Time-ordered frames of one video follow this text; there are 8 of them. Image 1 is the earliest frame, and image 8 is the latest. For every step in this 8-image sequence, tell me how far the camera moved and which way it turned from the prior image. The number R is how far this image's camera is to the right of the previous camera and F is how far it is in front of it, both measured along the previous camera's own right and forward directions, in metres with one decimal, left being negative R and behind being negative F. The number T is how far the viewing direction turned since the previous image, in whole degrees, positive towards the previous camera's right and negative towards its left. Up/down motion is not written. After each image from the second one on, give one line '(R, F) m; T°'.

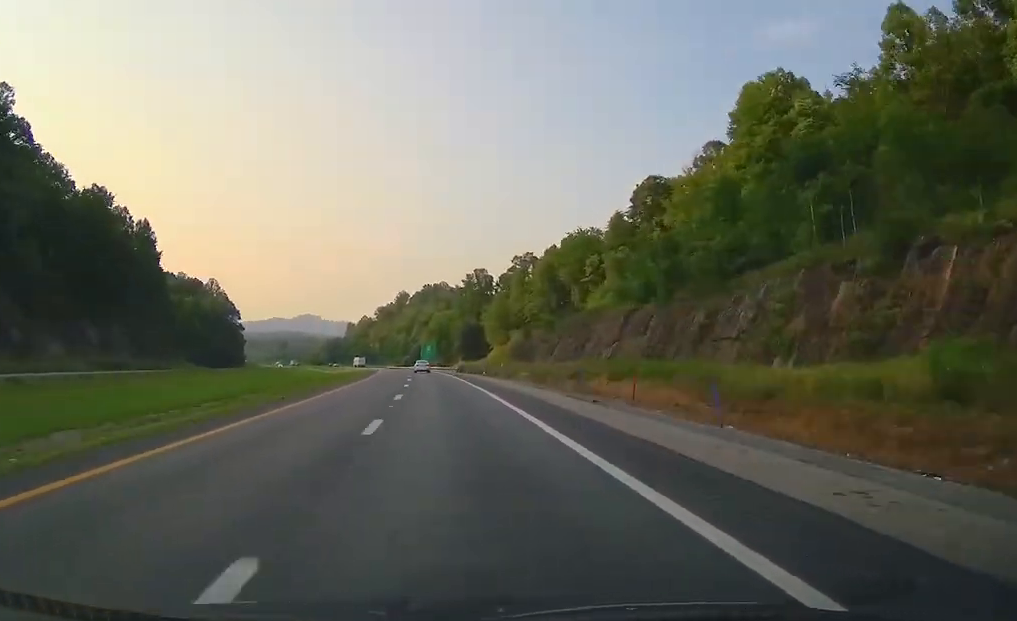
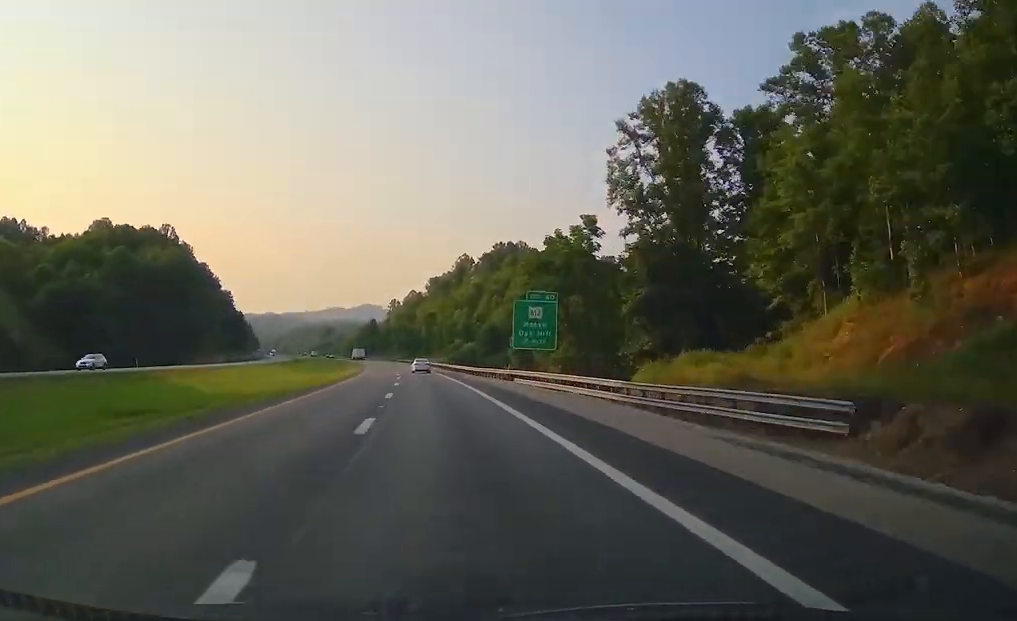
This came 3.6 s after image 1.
(+0.1, +121.8) m; -5°
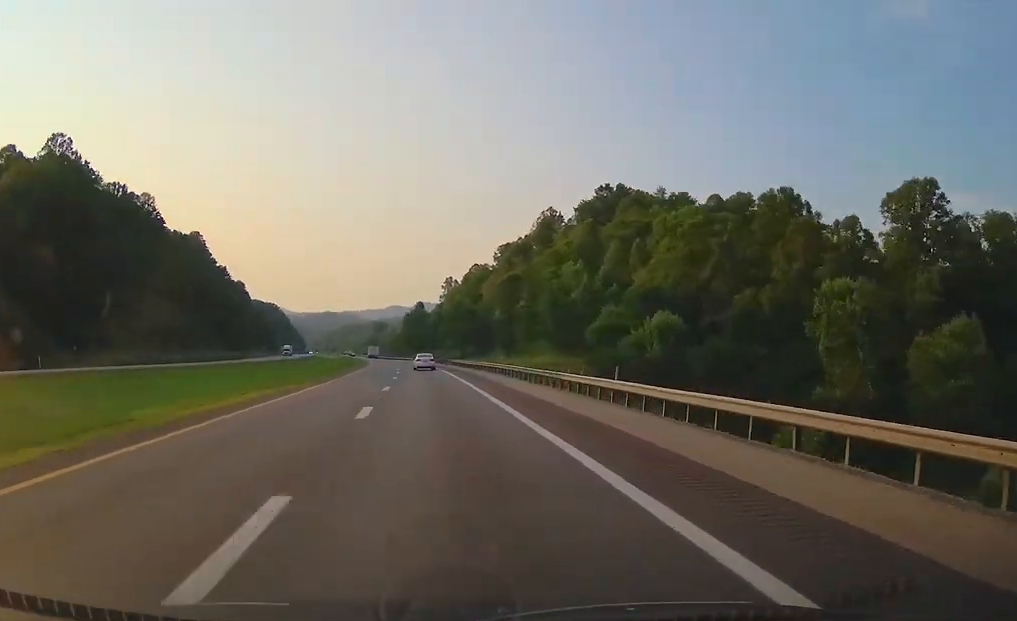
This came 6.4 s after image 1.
(-7.0, +94.9) m; -6°
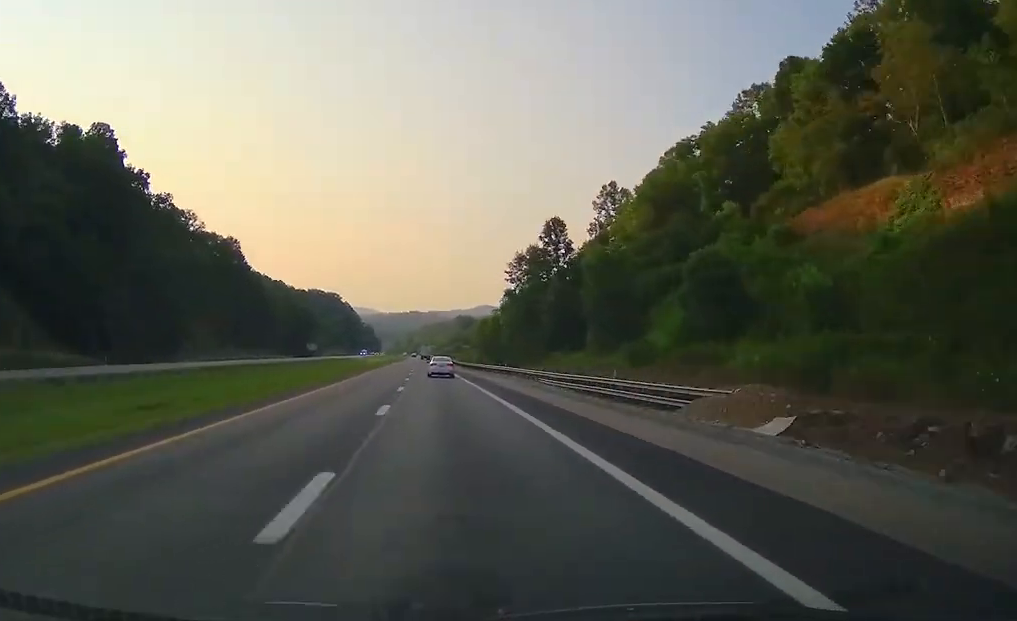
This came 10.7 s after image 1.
(-10.8, +147.9) m; -6°
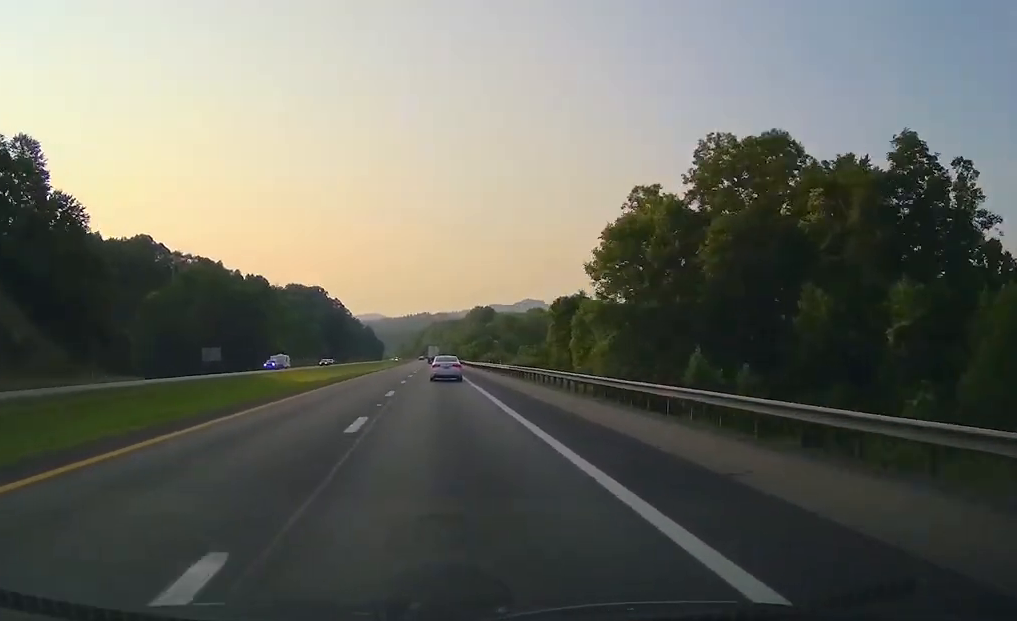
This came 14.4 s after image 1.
(-3.4, +136.6) m; -1°
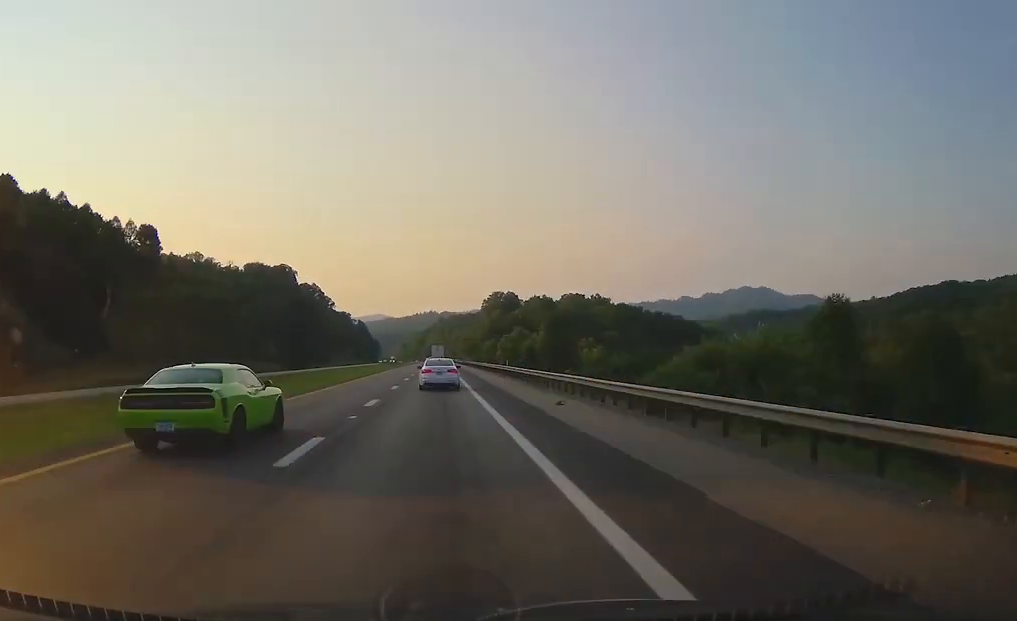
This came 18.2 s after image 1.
(0.0, +125.4) m; 0°
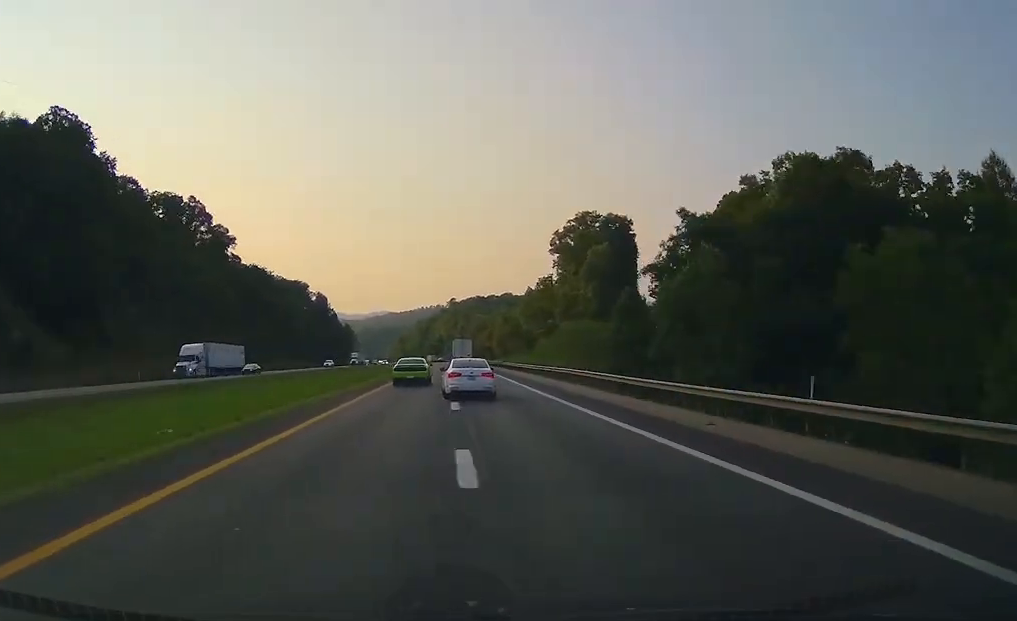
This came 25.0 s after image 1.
(+0.5, +227.4) m; 0°
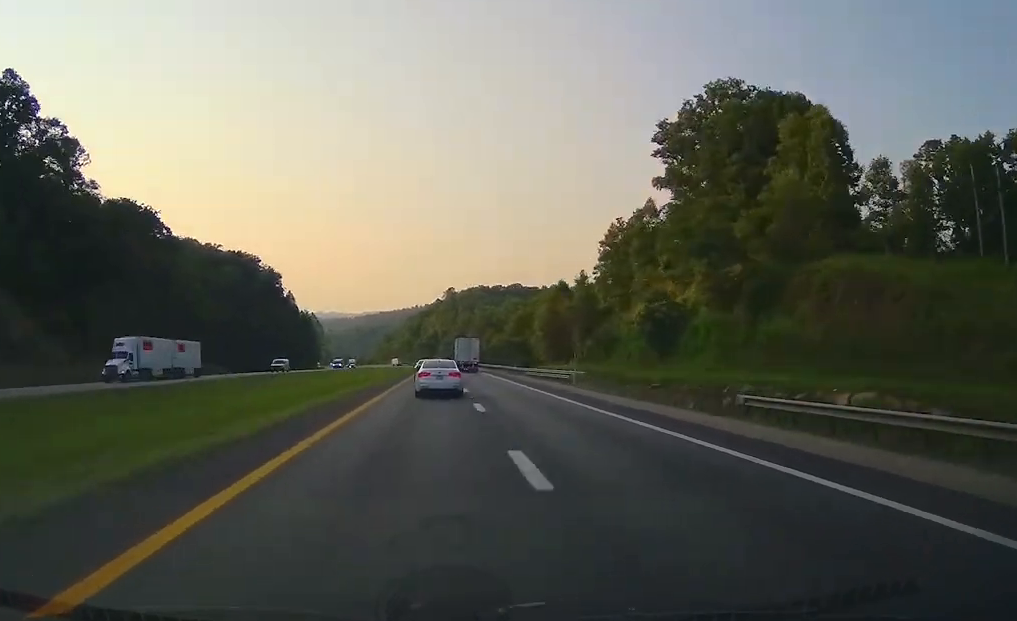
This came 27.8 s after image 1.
(+0.3, +98.6) m; 0°
